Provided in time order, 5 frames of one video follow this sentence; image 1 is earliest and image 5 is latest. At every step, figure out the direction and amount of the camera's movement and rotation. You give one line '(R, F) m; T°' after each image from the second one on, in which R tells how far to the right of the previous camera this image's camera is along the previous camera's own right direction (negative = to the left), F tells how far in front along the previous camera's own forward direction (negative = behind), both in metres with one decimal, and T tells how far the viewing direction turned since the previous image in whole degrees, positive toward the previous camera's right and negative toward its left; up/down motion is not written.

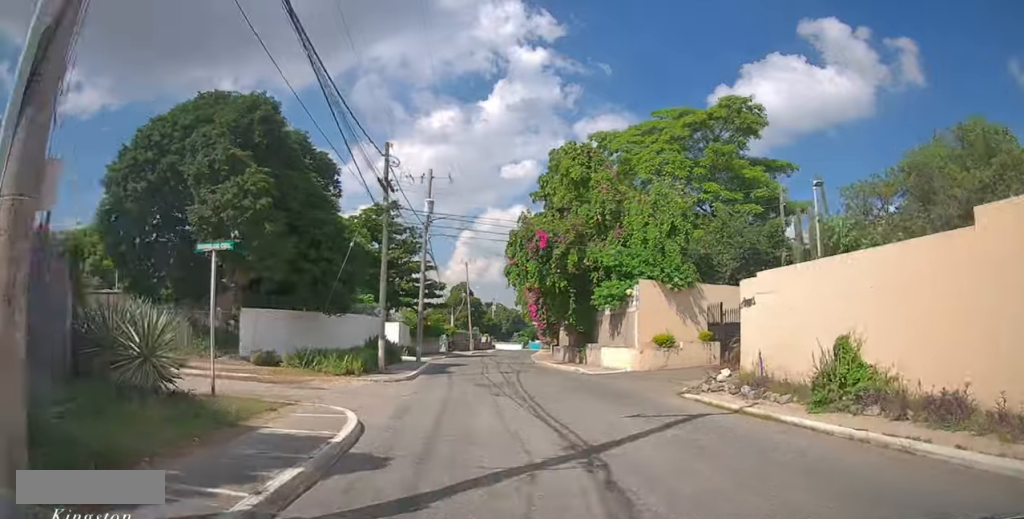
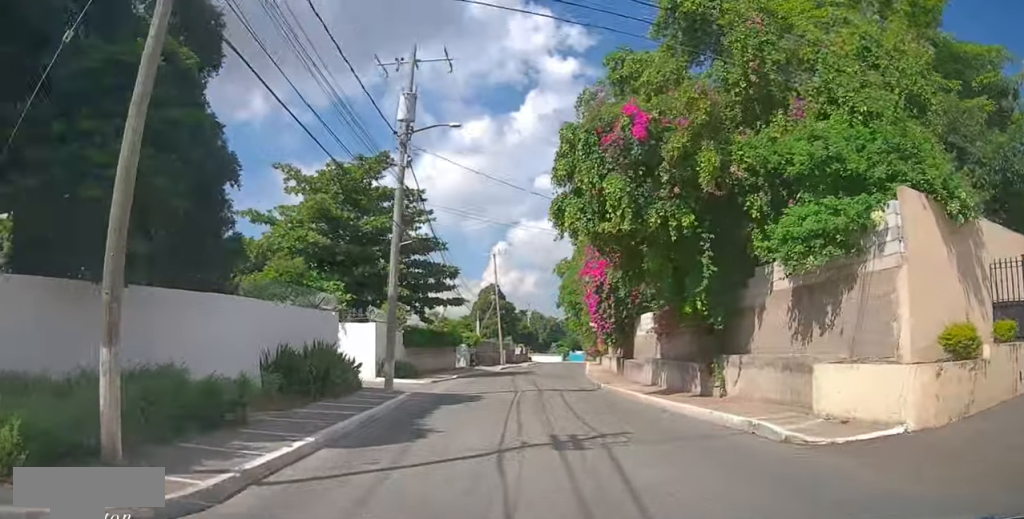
(+0.1, +14.4) m; 0°
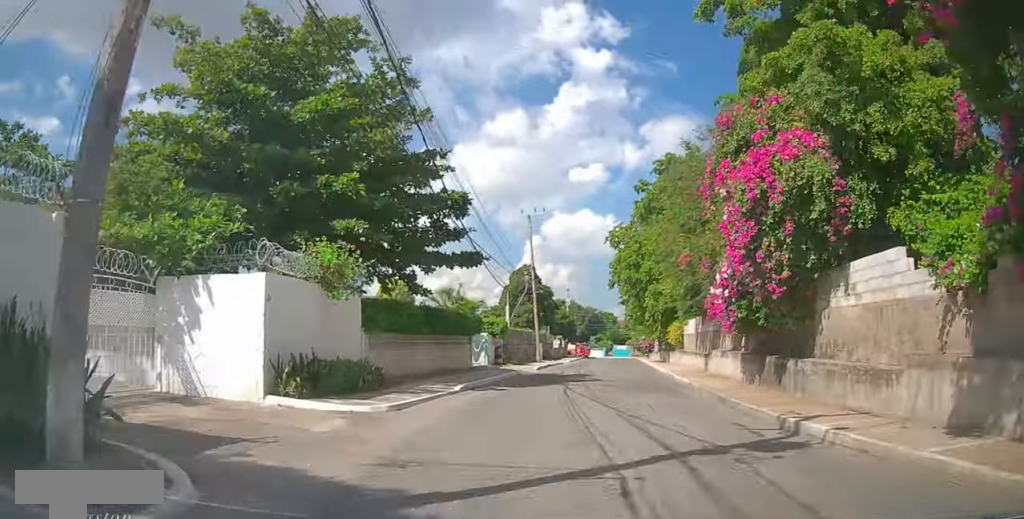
(-0.1, +13.0) m; -3°
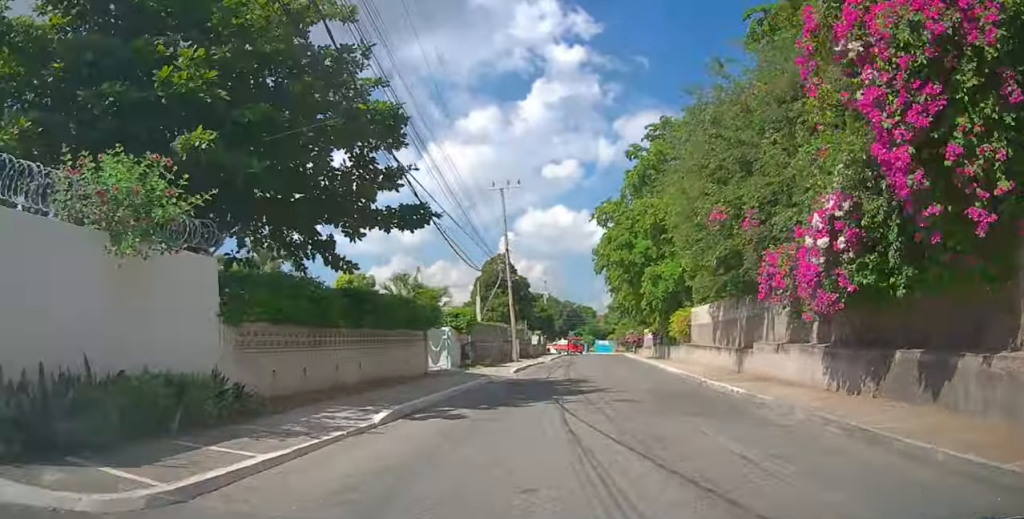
(-0.3, +6.4) m; -1°
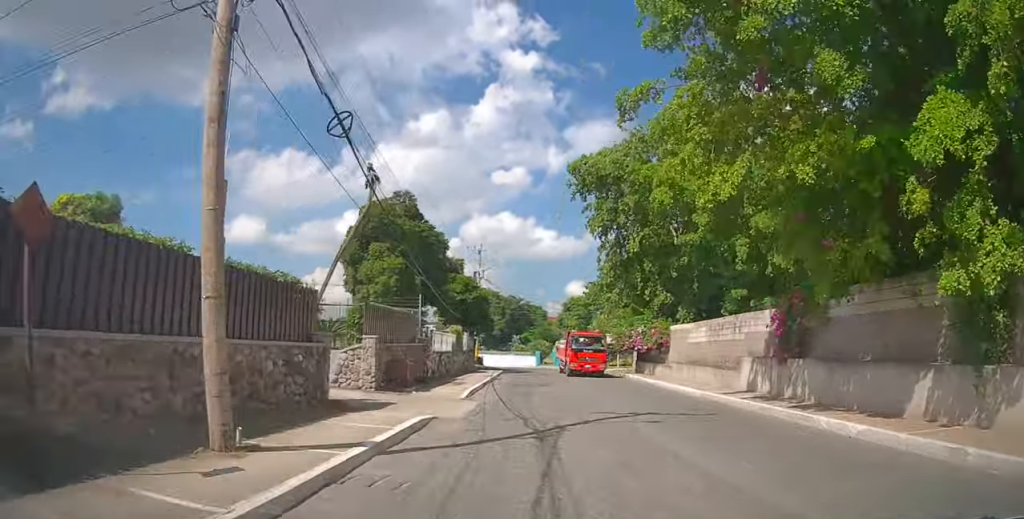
(+1.3, +29.5) m; +6°
